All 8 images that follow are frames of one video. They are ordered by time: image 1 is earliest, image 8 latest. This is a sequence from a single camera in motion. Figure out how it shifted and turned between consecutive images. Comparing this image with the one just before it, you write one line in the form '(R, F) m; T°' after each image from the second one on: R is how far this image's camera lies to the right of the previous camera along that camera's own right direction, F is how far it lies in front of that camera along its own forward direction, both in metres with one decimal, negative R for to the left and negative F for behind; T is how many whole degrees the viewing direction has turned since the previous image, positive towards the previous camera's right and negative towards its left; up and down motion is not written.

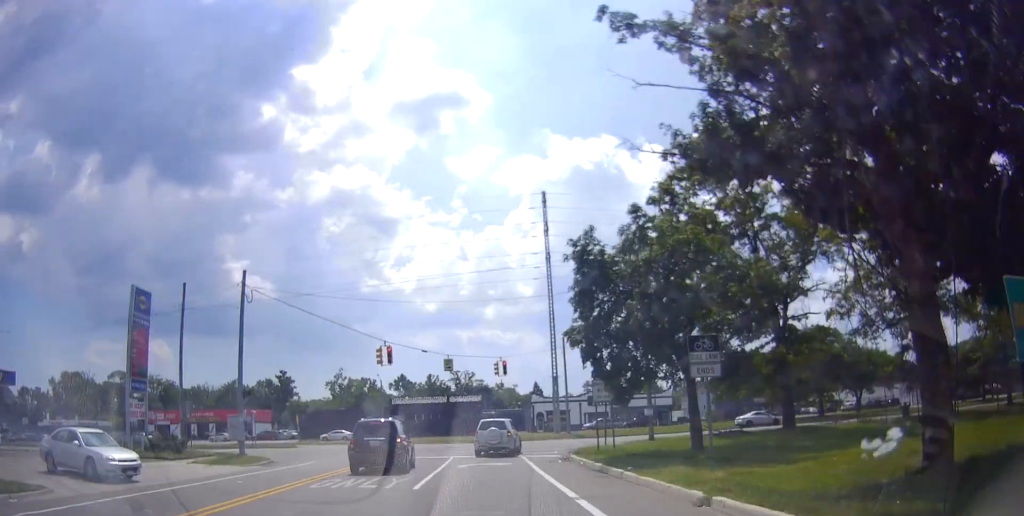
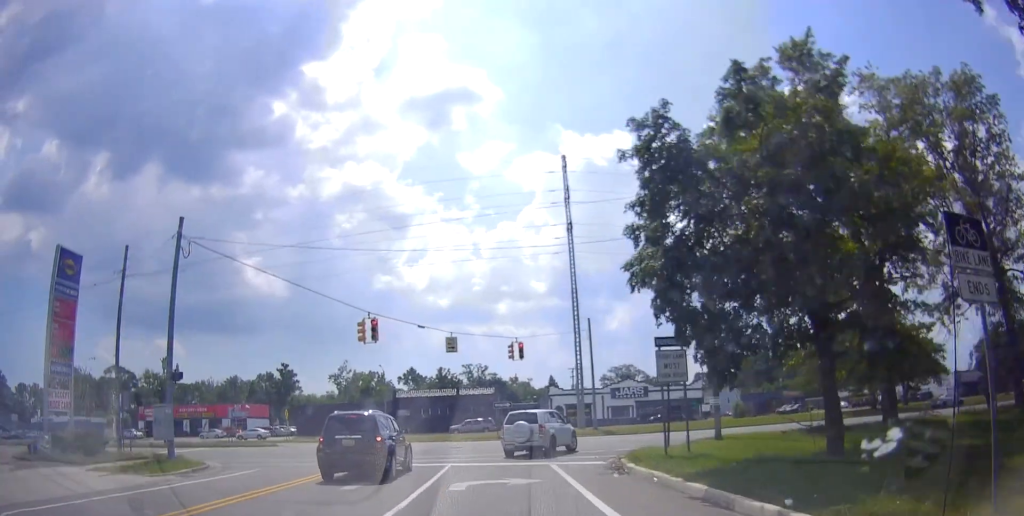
(-0.4, +8.9) m; -3°
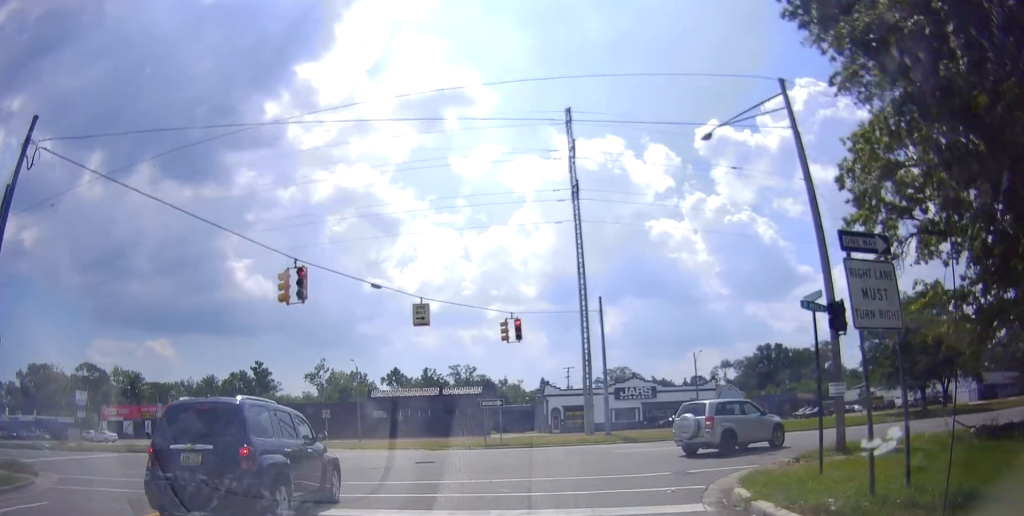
(-0.2, +11.8) m; +2°
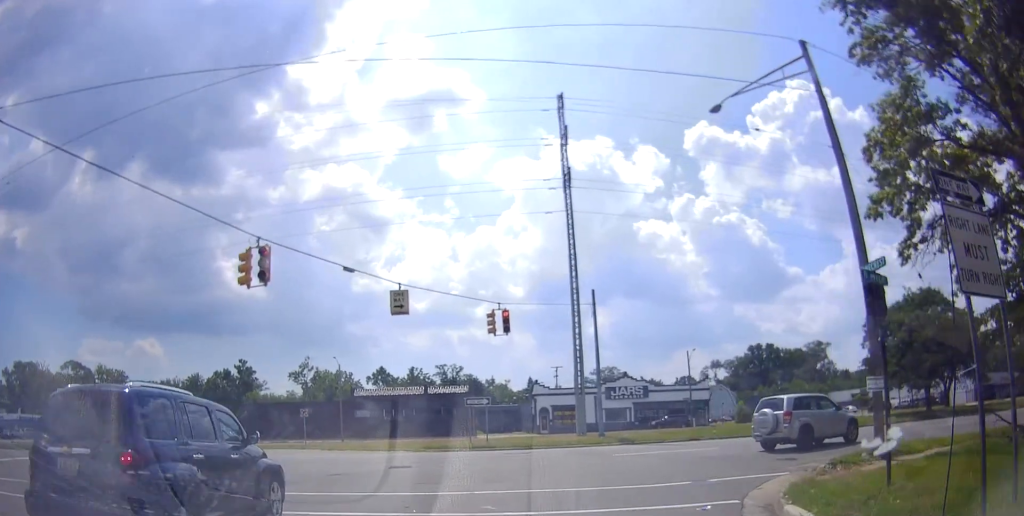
(-0.1, +2.6) m; +3°
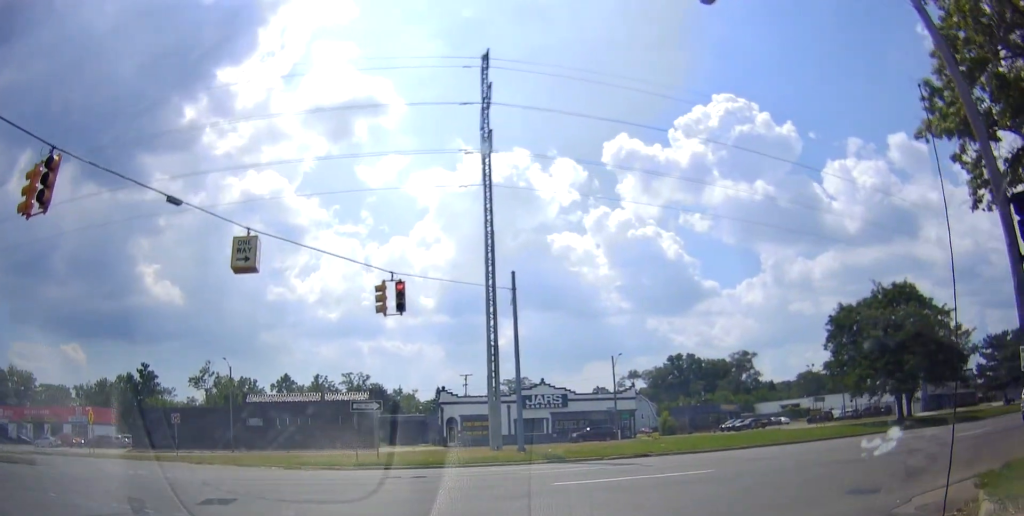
(+0.4, +9.2) m; +2°
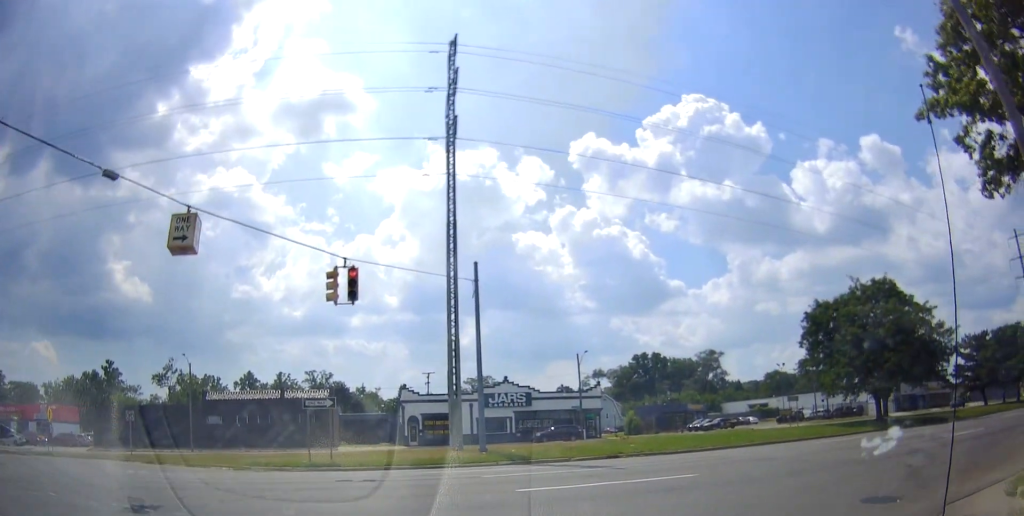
(+0.1, +2.3) m; 0°
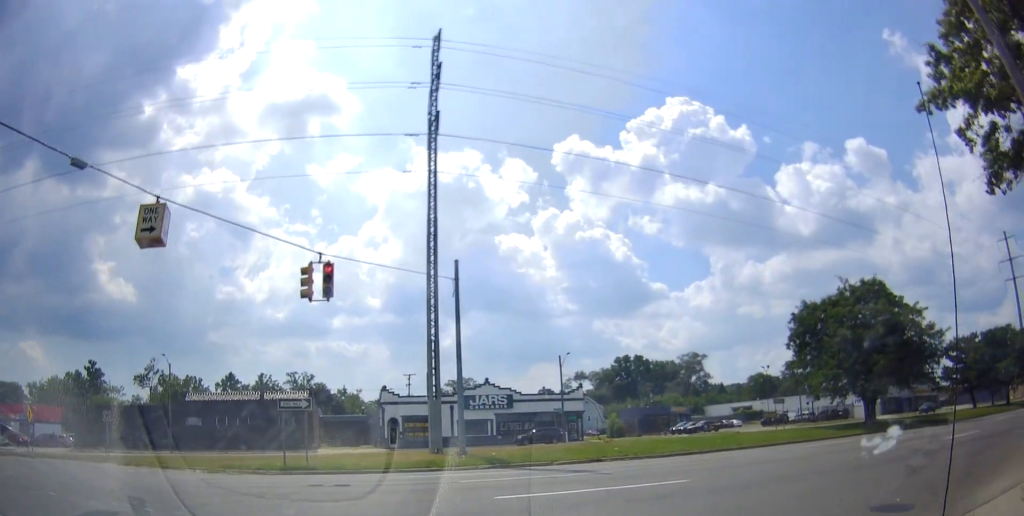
(+0.2, +1.0) m; +1°
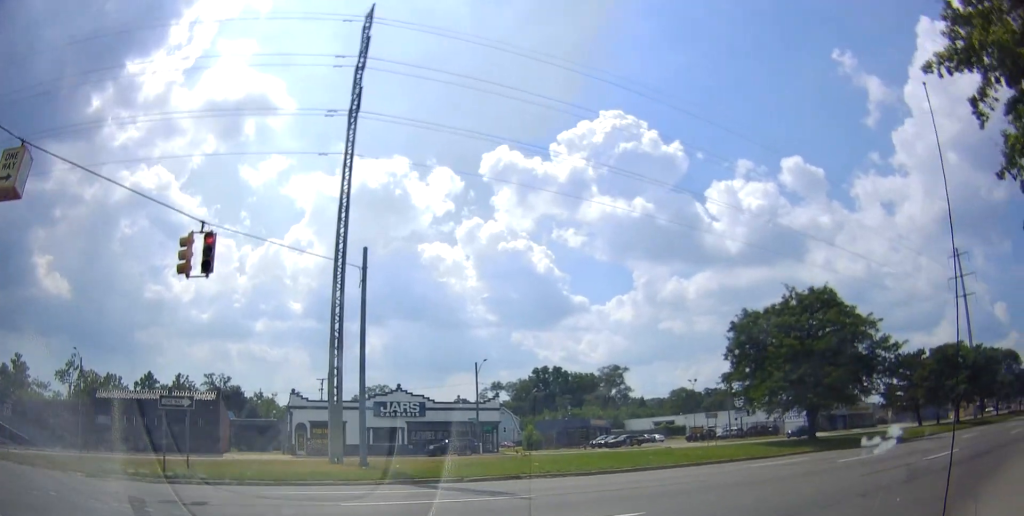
(-0.4, +2.7) m; +16°
